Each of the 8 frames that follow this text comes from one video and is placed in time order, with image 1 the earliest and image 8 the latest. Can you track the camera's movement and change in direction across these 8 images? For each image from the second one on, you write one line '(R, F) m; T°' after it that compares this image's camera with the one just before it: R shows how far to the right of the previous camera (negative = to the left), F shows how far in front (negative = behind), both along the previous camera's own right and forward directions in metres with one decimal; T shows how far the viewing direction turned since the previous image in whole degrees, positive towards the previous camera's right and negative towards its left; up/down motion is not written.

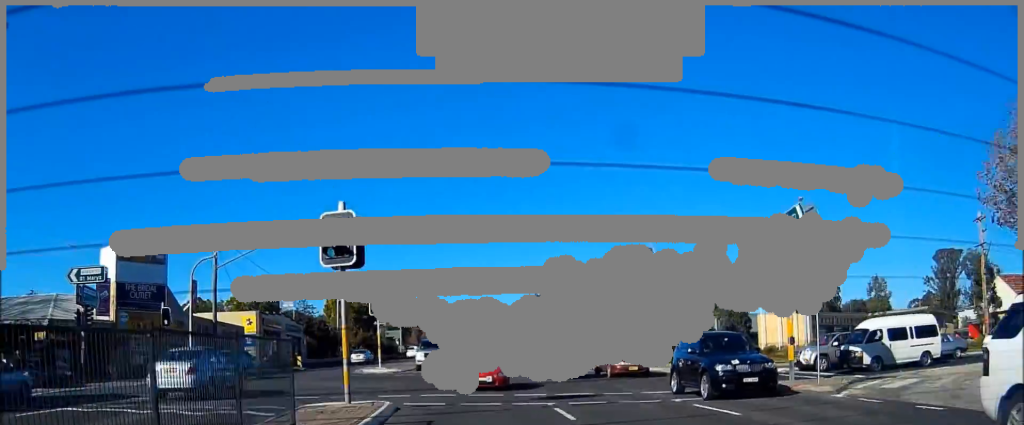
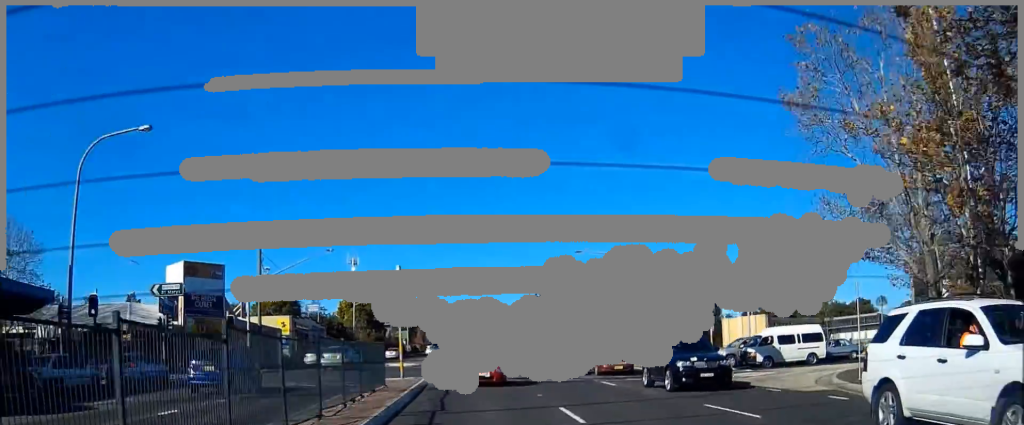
(+0.1, +12.1) m; +1°
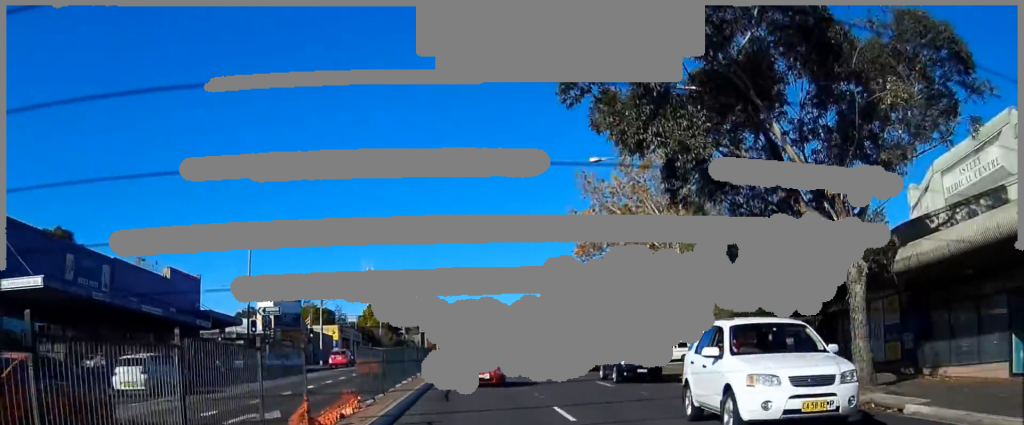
(+0.2, +26.6) m; 0°
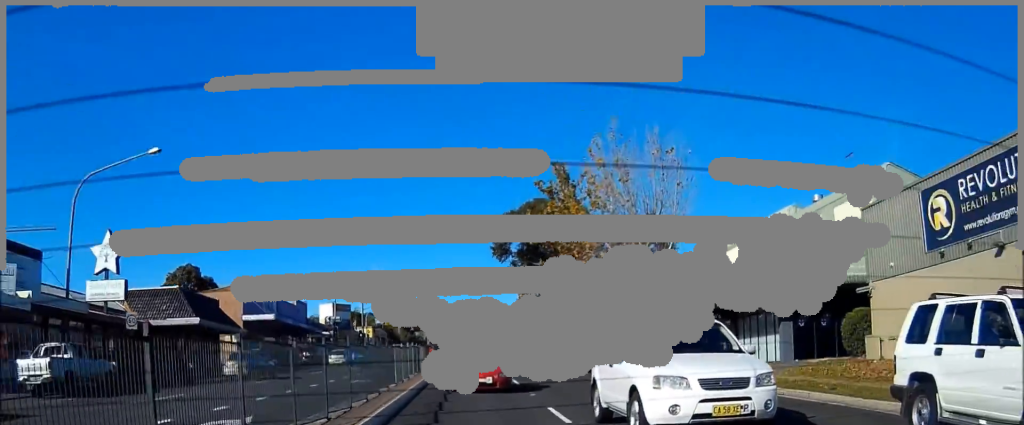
(-0.2, +37.9) m; 0°
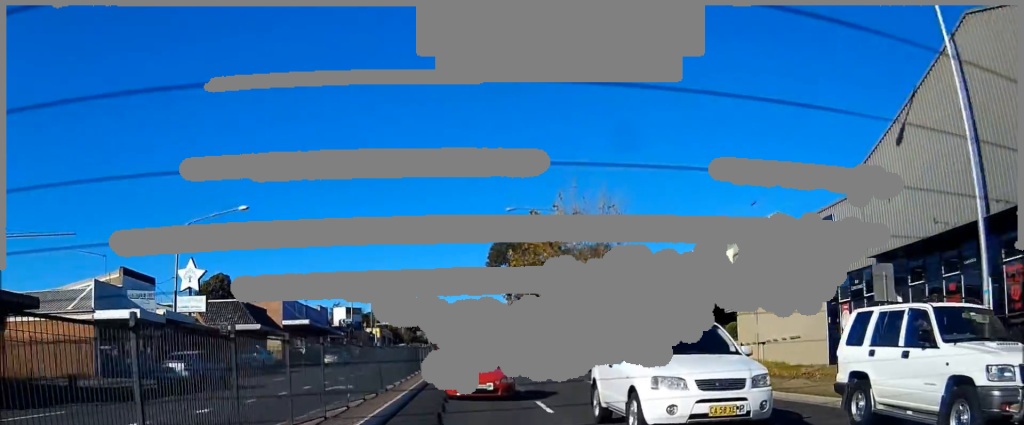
(0.0, +15.2) m; 0°
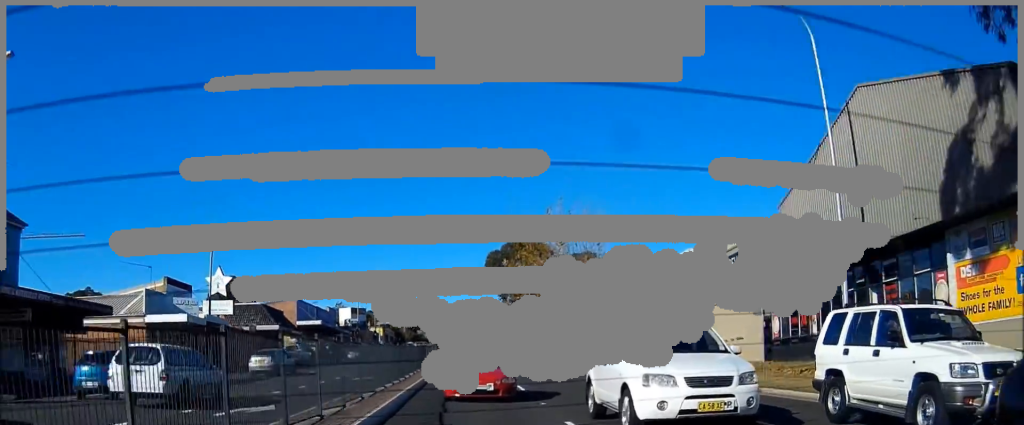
(0.0, +7.3) m; 0°
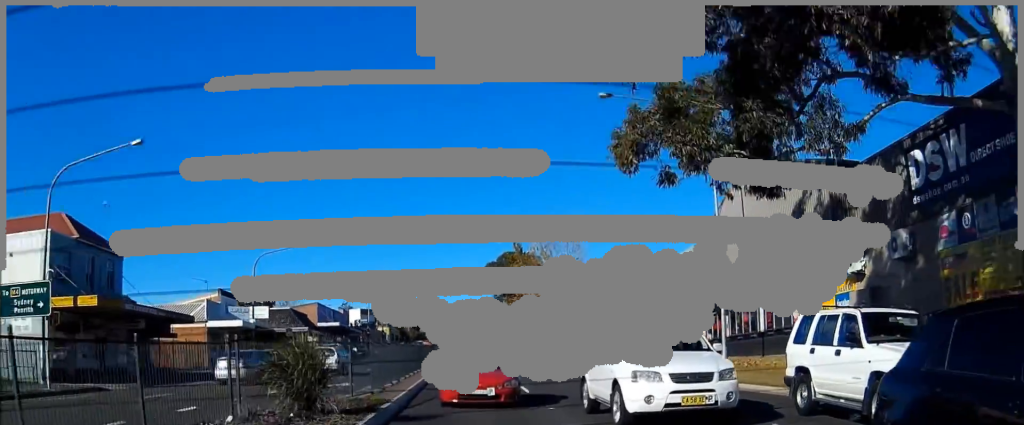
(0.0, +11.7) m; 0°
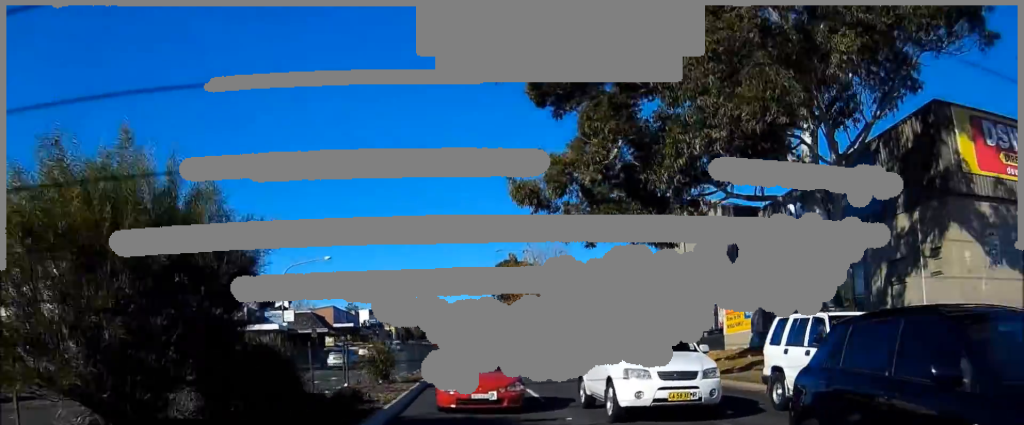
(0.0, +10.6) m; 0°
